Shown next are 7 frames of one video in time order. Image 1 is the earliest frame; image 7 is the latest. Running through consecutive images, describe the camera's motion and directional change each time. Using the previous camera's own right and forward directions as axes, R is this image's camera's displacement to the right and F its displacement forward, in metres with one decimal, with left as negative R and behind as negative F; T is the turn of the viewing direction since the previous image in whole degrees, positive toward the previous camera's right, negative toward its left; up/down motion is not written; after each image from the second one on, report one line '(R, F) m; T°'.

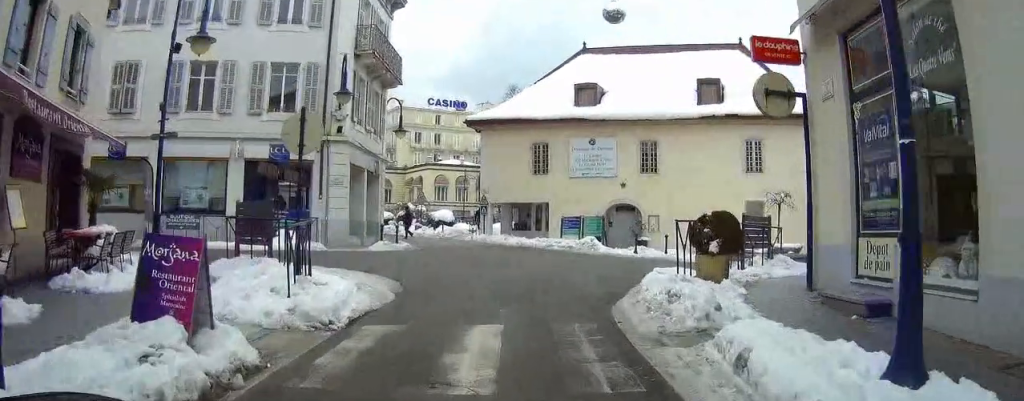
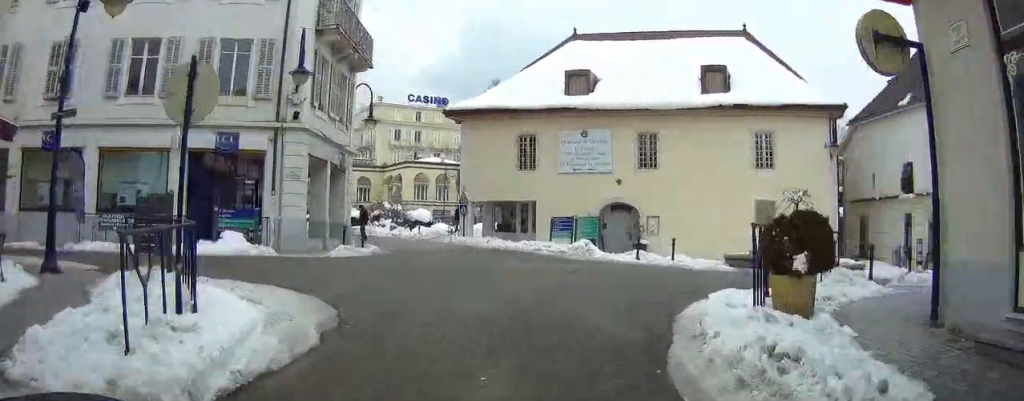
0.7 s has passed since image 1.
(+0.1, +3.6) m; +2°
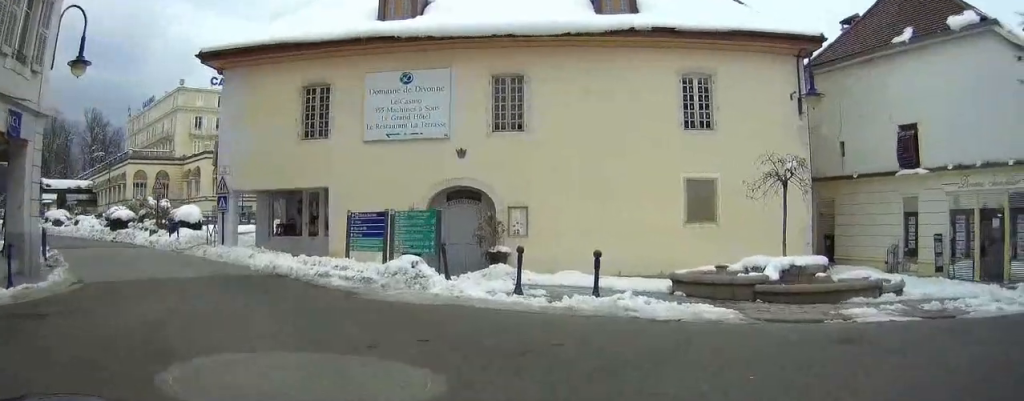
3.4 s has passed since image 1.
(-0.3, +13.0) m; -3°
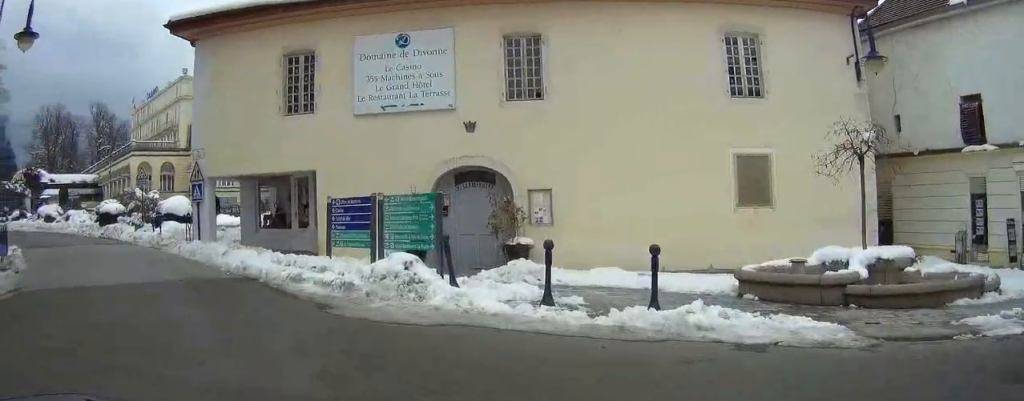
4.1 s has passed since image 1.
(-0.1, +3.1) m; -6°
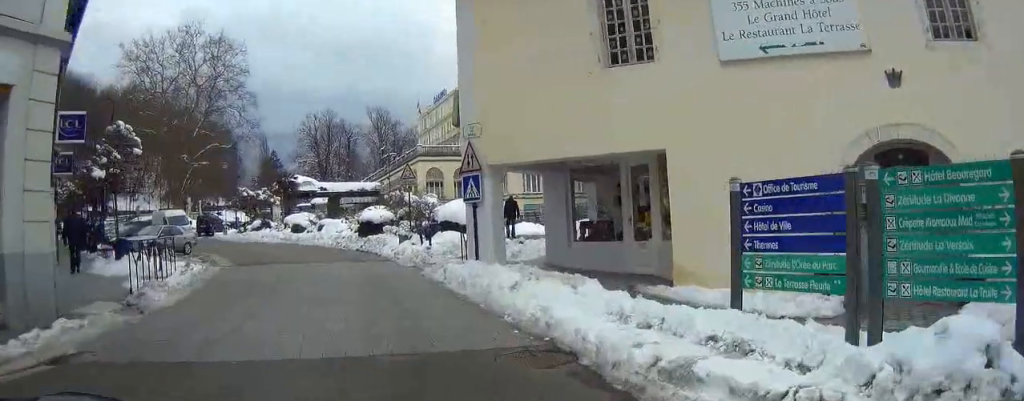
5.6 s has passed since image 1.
(-1.0, +6.9) m; -19°
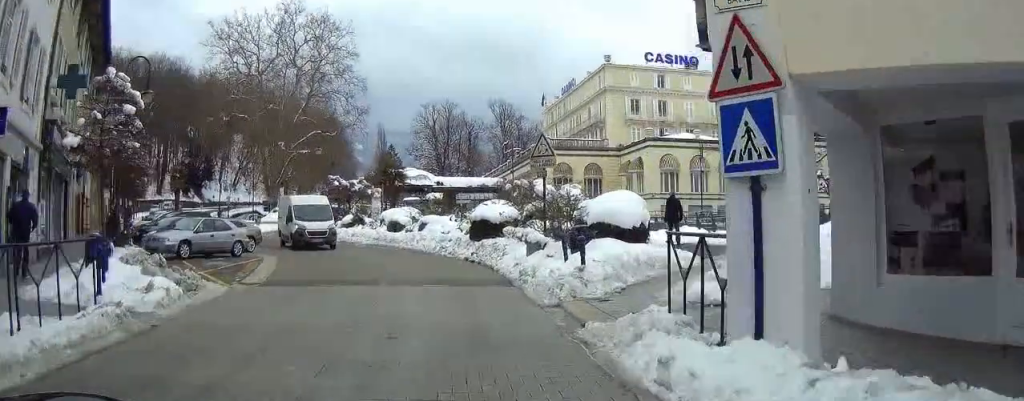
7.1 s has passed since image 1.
(-0.8, +8.5) m; -4°
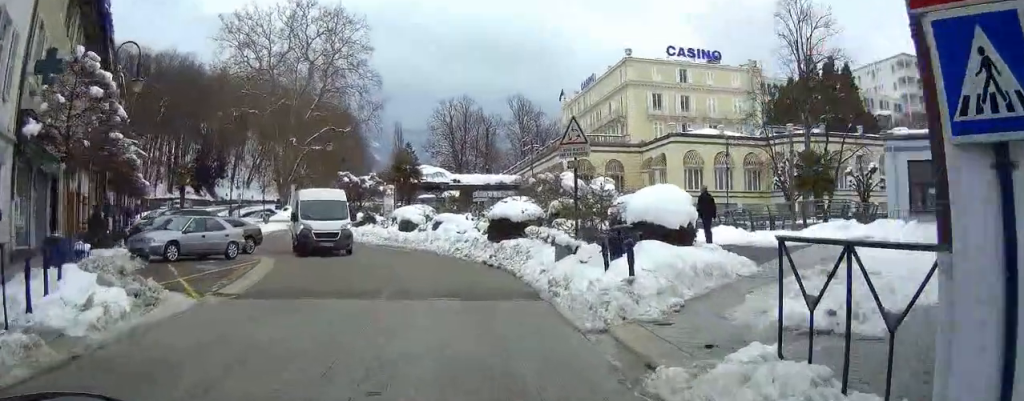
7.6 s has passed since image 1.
(-0.1, +2.6) m; +2°
